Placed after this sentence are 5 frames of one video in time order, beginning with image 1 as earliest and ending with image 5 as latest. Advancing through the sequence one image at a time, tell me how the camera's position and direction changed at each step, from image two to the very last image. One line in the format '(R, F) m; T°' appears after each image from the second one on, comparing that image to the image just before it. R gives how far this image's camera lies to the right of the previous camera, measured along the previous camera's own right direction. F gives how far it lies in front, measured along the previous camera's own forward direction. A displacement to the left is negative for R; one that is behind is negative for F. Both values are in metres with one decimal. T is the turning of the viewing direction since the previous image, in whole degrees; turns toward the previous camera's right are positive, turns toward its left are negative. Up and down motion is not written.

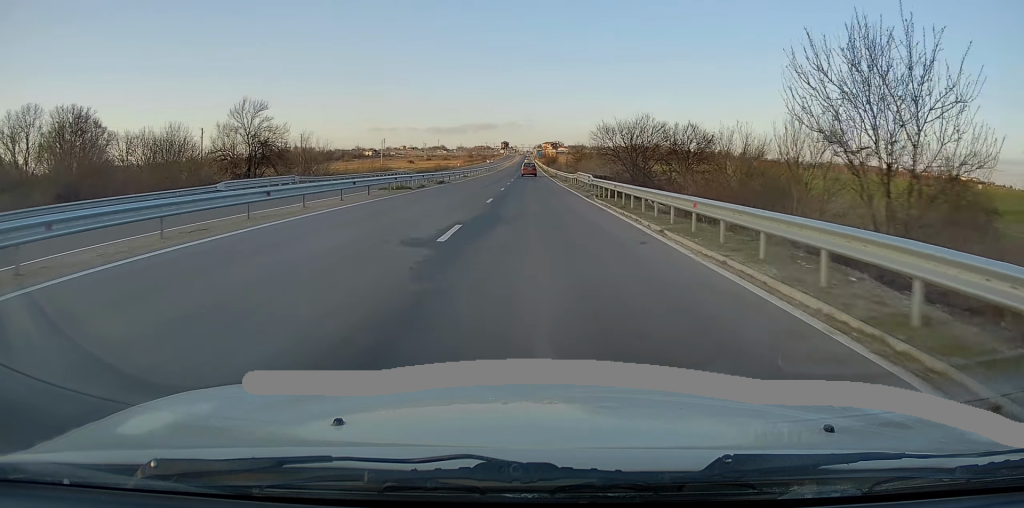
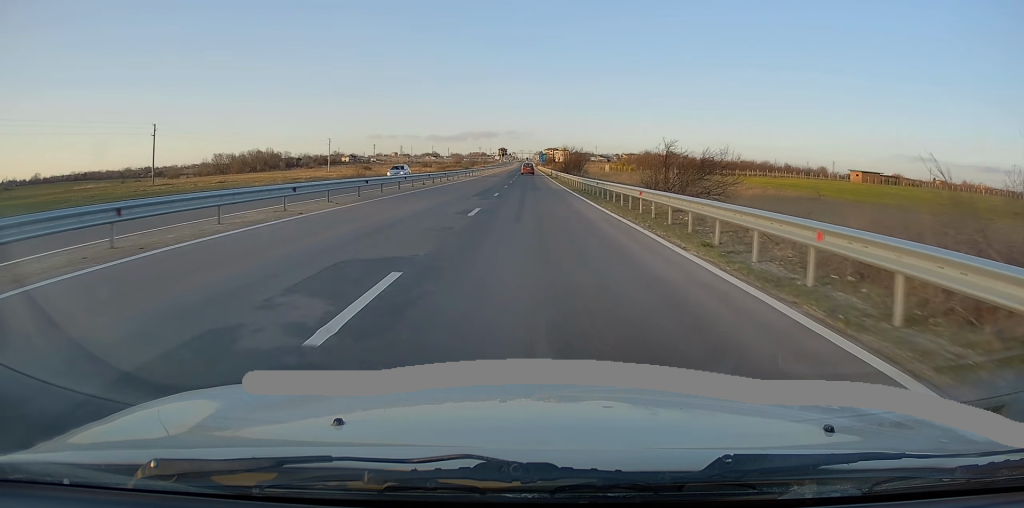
(+0.6, +77.3) m; +1°
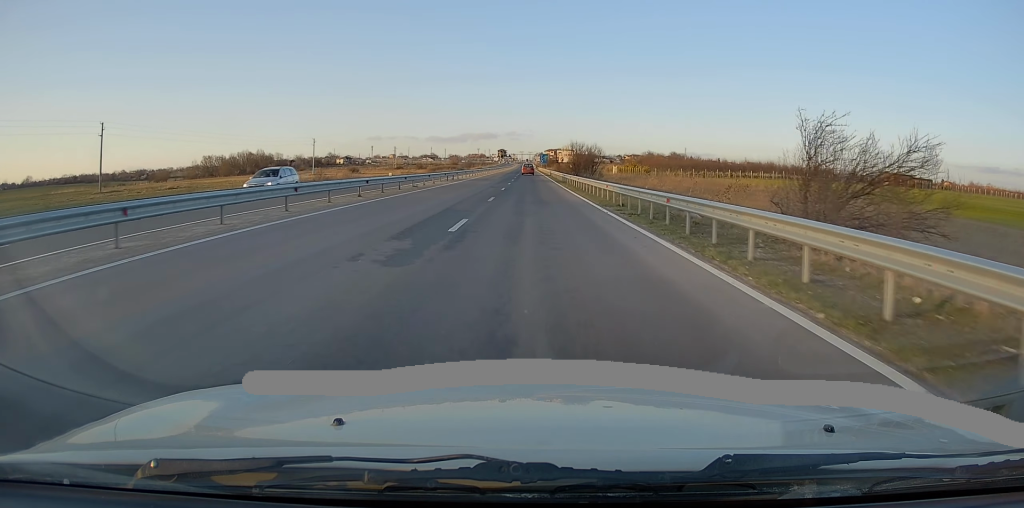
(-0.1, +15.9) m; 0°
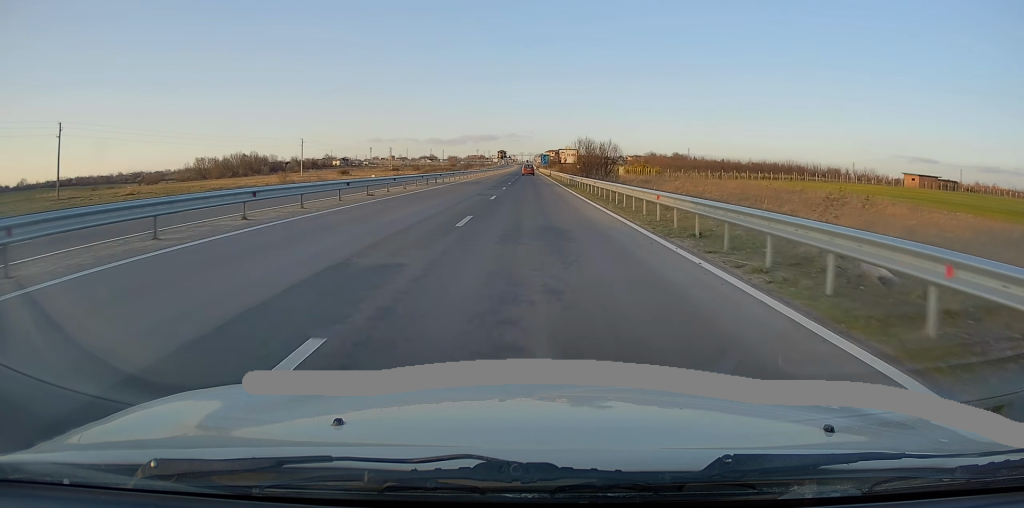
(0.0, +10.8) m; 0°
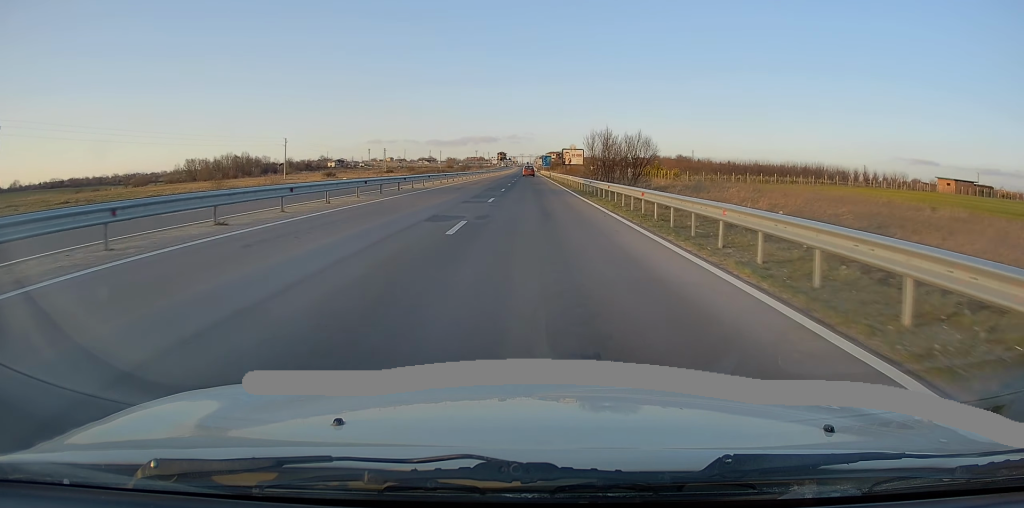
(0.0, +13.6) m; 0°
